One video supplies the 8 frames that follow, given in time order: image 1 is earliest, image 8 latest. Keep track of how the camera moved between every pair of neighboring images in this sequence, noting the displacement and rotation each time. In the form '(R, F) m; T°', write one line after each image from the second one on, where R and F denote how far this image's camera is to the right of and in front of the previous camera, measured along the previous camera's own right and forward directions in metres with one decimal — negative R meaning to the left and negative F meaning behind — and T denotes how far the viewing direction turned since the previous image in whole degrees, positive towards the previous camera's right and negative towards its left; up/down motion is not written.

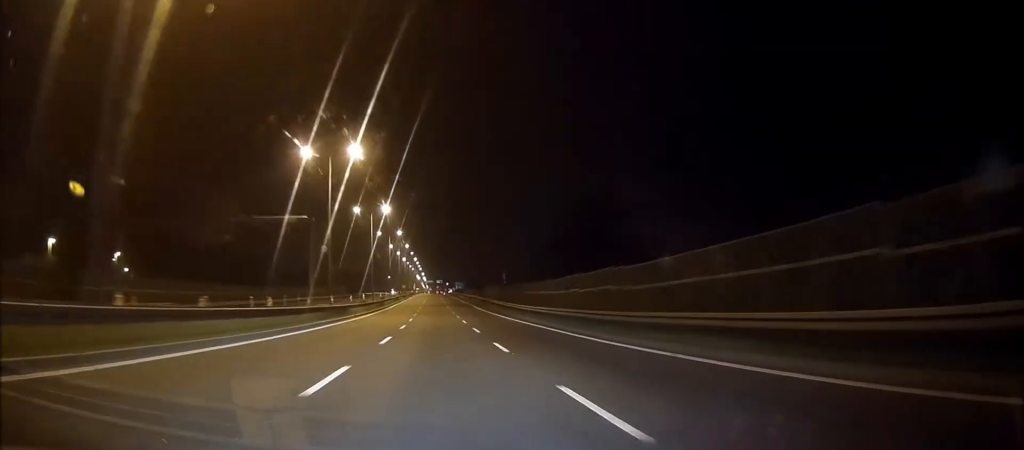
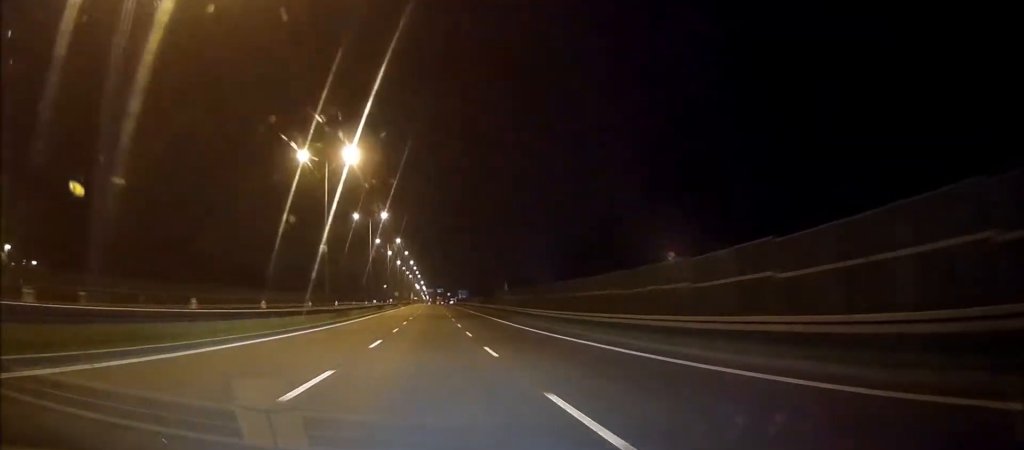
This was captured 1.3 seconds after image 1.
(-0.1, +36.5) m; 0°
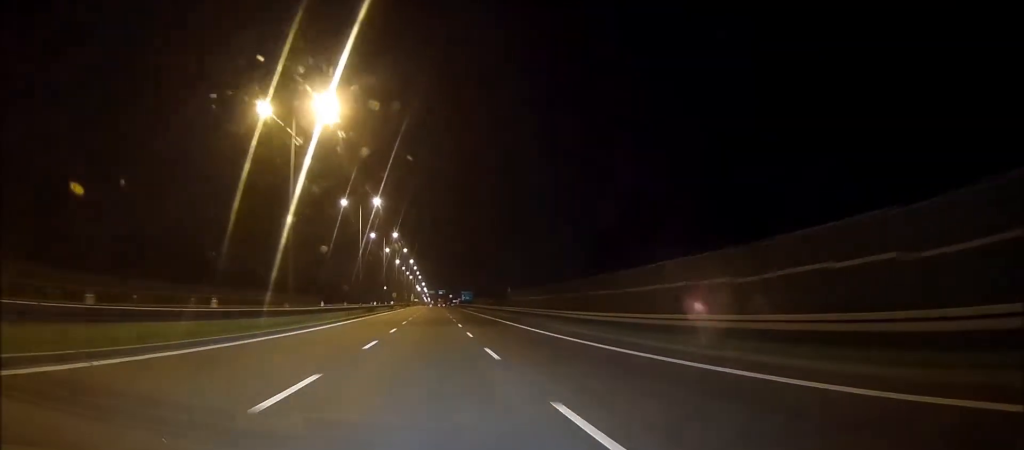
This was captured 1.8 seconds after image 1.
(0.0, +13.1) m; 0°
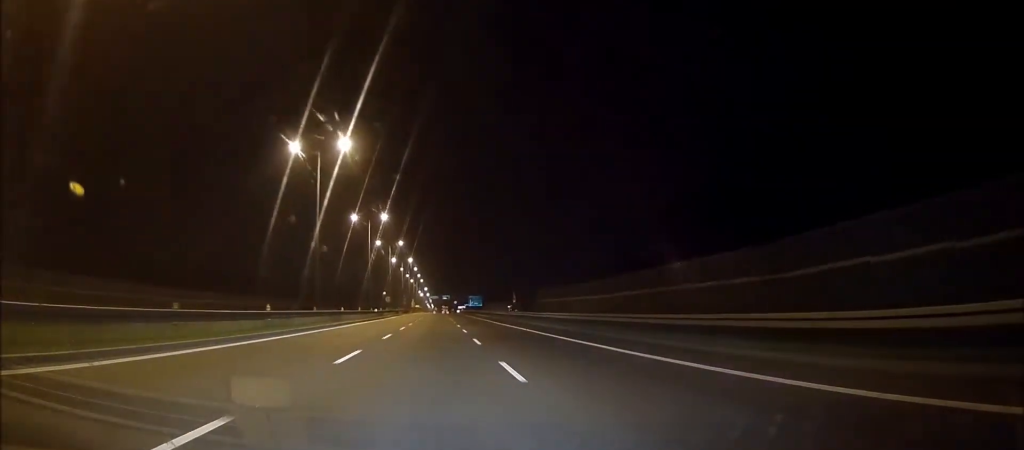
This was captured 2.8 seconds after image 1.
(+0.1, +30.1) m; 0°
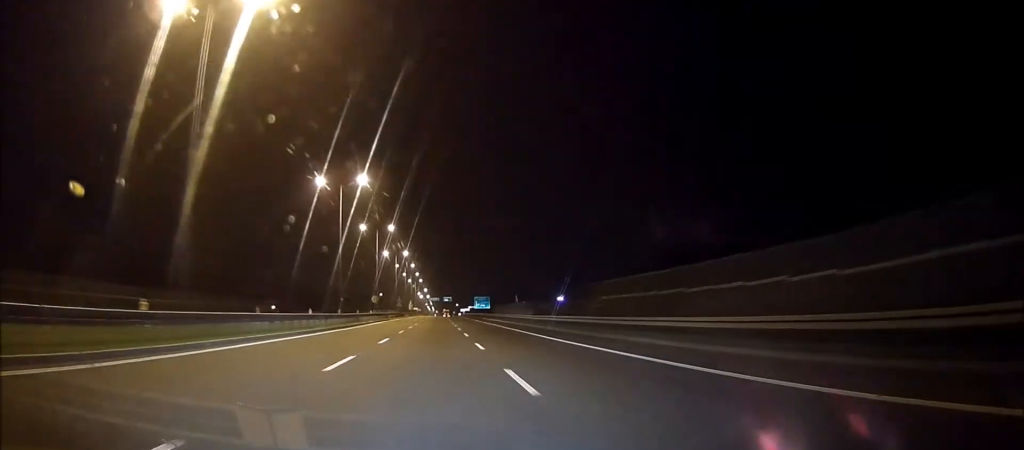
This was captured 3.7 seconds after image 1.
(+0.1, +25.5) m; 0°
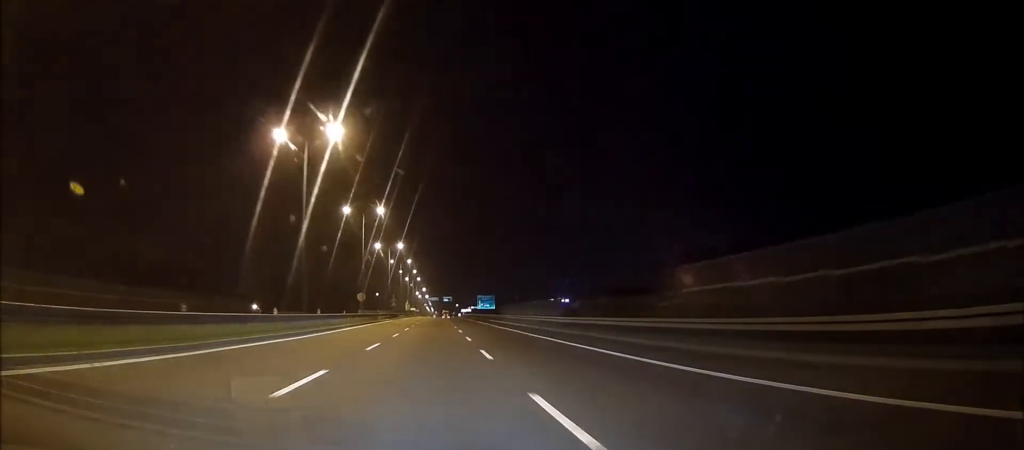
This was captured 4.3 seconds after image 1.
(-0.1, +16.1) m; 0°
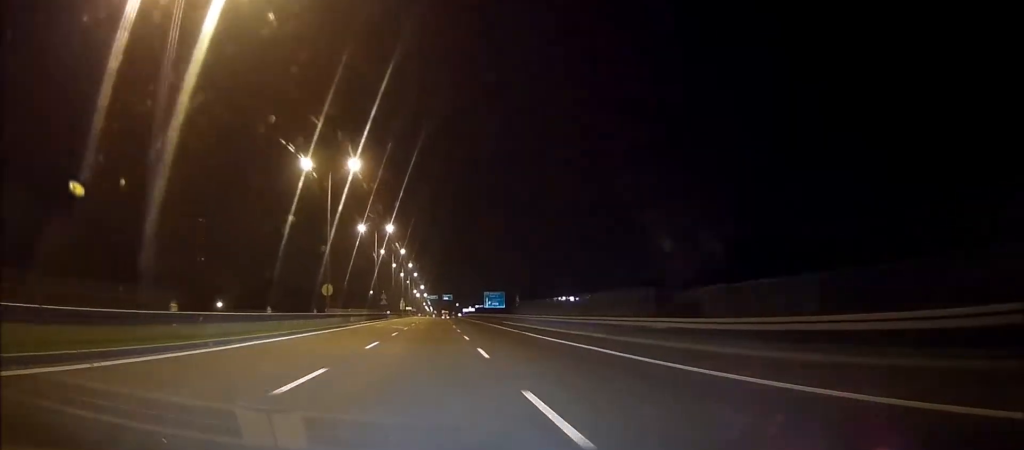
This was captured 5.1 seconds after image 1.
(0.0, +23.6) m; 0°
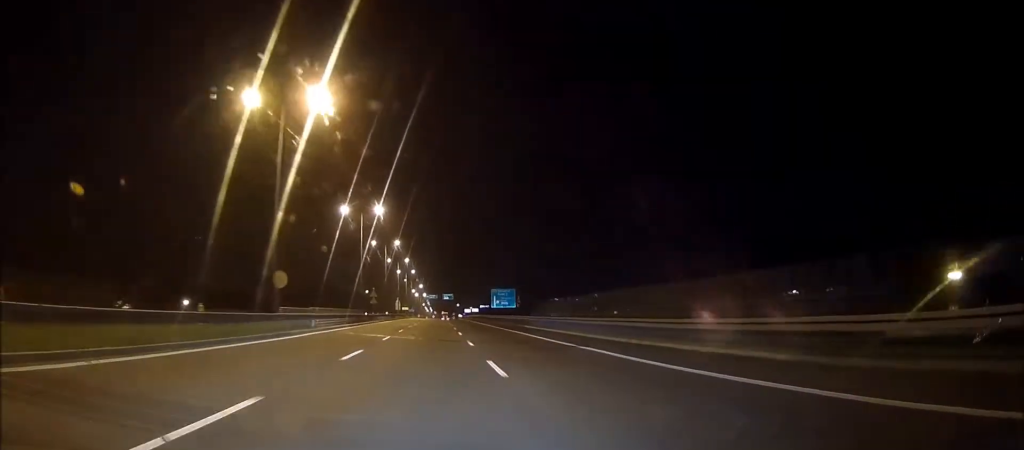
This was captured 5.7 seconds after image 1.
(0.0, +17.0) m; 0°
